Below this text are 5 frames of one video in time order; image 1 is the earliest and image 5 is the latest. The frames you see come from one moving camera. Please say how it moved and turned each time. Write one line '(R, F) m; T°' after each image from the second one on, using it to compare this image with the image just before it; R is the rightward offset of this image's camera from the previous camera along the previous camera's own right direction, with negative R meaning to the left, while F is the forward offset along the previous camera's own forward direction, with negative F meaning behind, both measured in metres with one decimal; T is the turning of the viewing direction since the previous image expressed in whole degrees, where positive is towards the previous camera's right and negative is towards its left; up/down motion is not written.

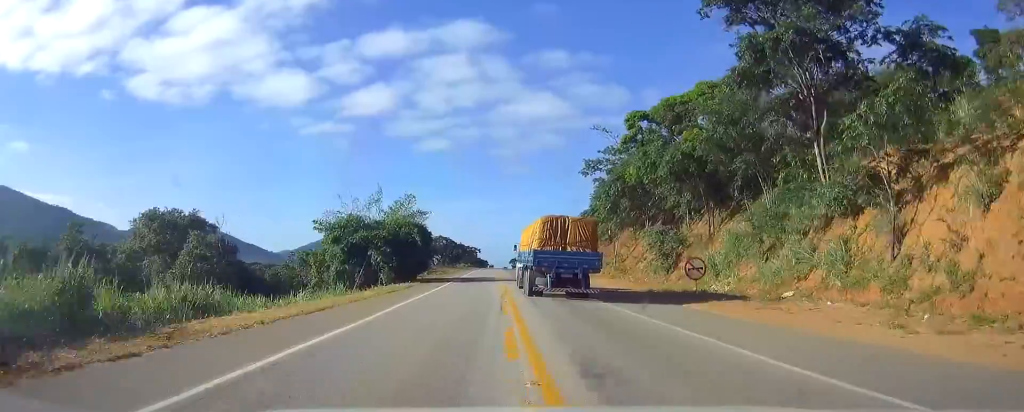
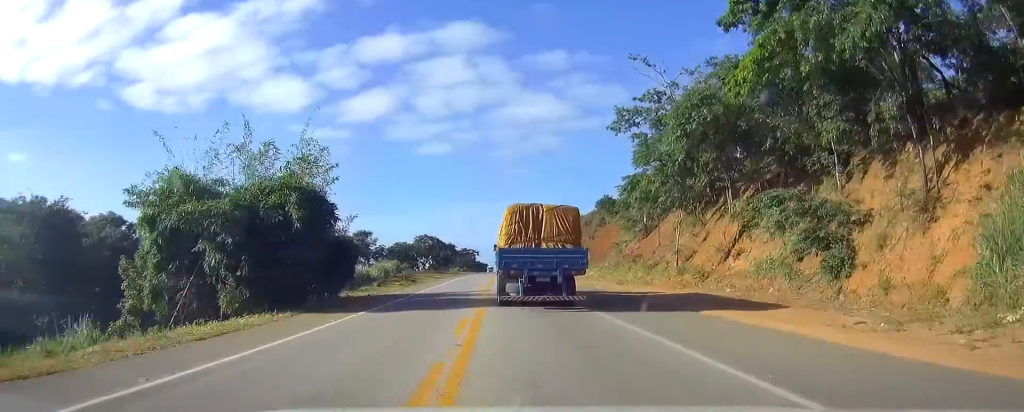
(+0.1, +28.5) m; 0°
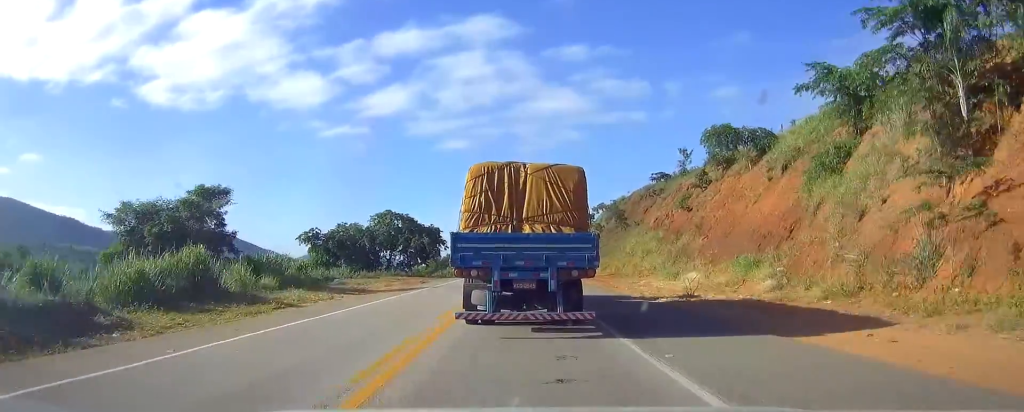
(-0.1, +55.3) m; 0°
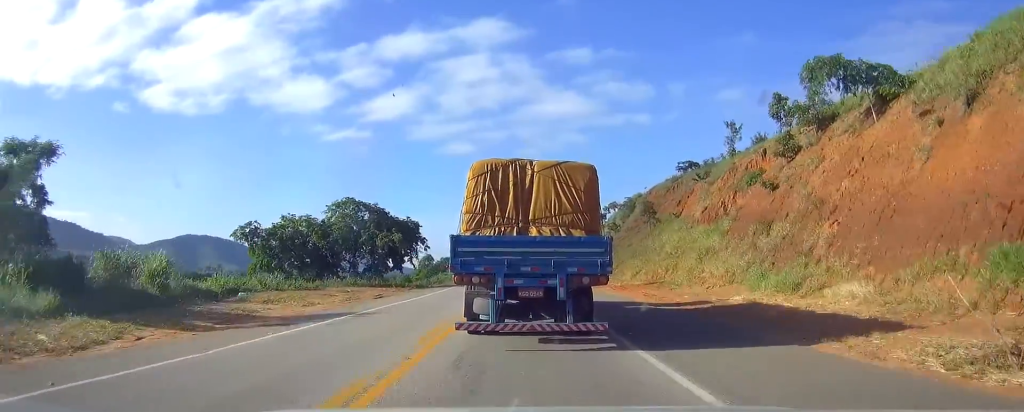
(-0.2, +20.9) m; 0°
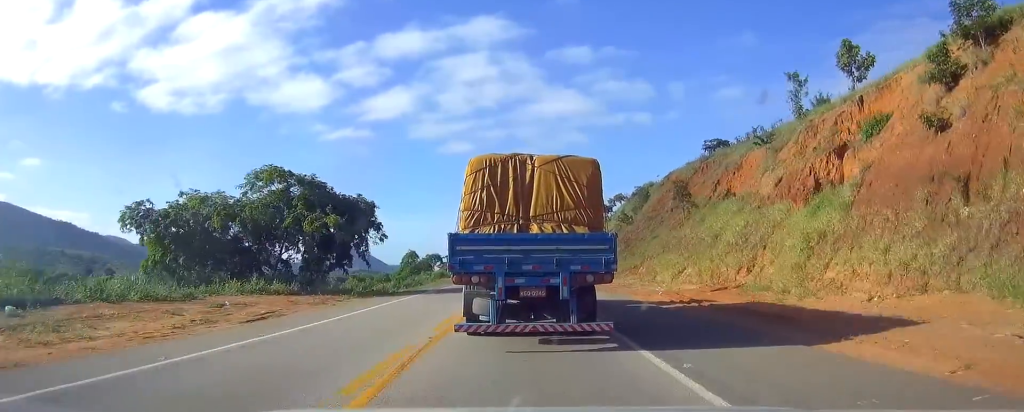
(+0.2, +19.0) m; 0°
